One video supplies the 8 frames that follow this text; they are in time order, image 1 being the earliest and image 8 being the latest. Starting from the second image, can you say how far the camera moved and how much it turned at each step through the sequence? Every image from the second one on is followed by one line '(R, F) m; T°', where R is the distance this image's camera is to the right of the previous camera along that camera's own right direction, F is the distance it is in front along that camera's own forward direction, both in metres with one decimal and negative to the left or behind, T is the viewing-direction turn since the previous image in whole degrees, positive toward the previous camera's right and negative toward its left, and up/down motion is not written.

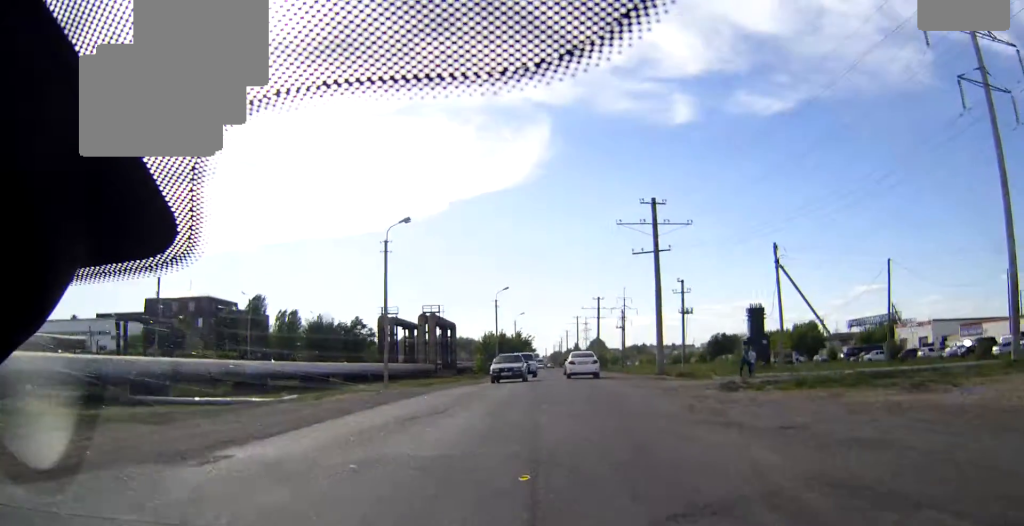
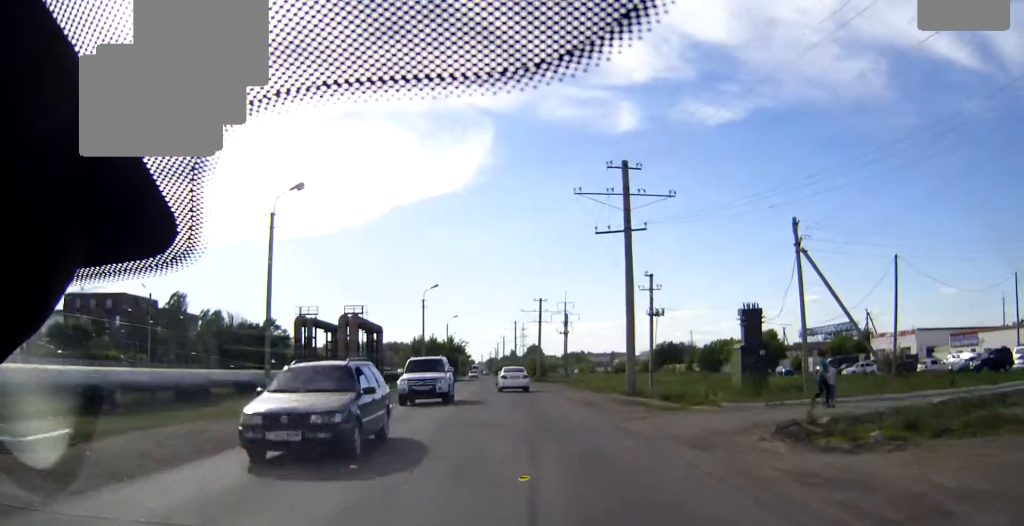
(+0.3, +11.1) m; +3°
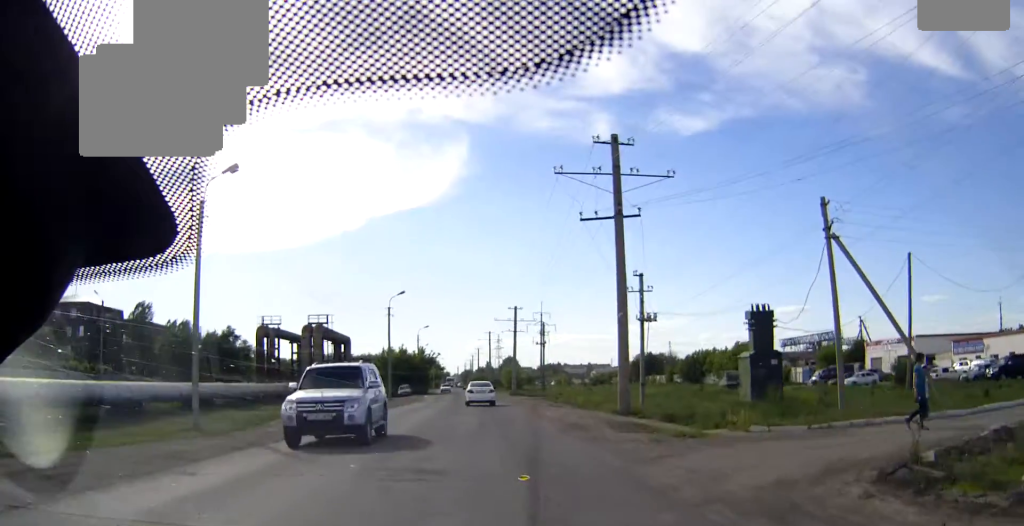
(+0.1, +5.6) m; +1°
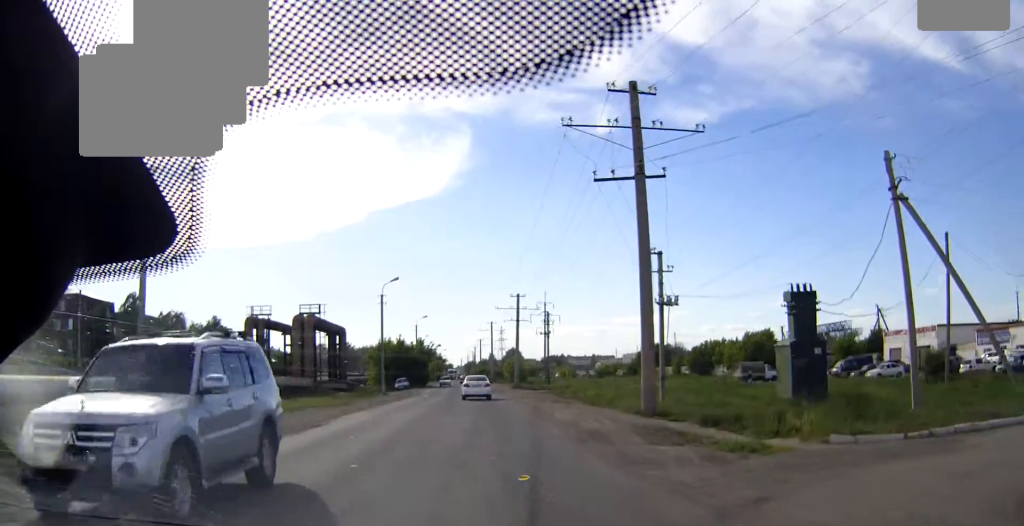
(0.0, +4.8) m; 0°
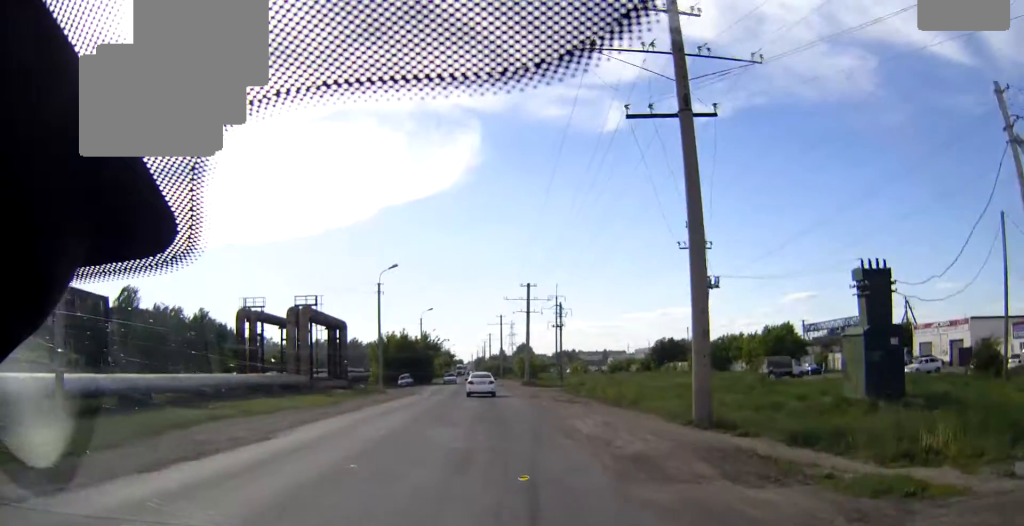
(+0.1, +5.5) m; 0°
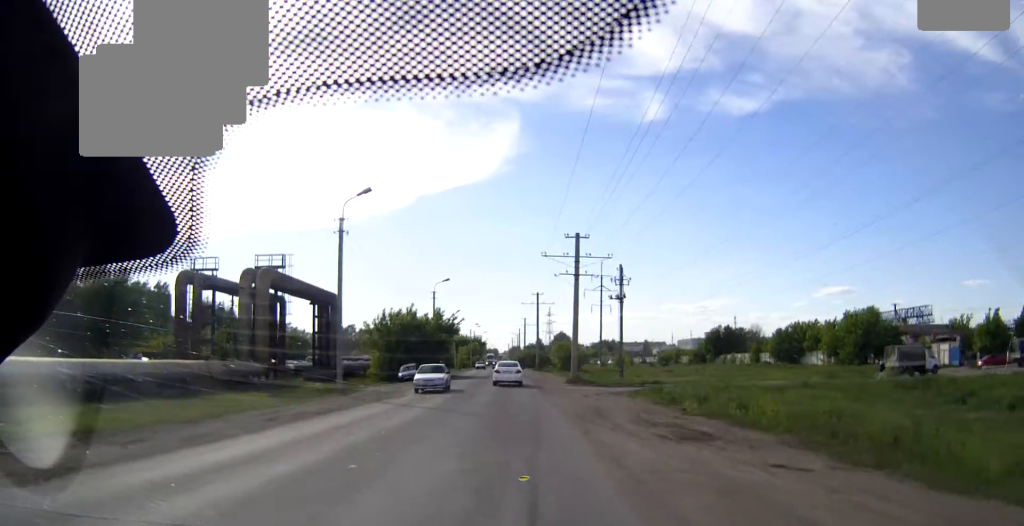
(-0.5, +22.1) m; -3°
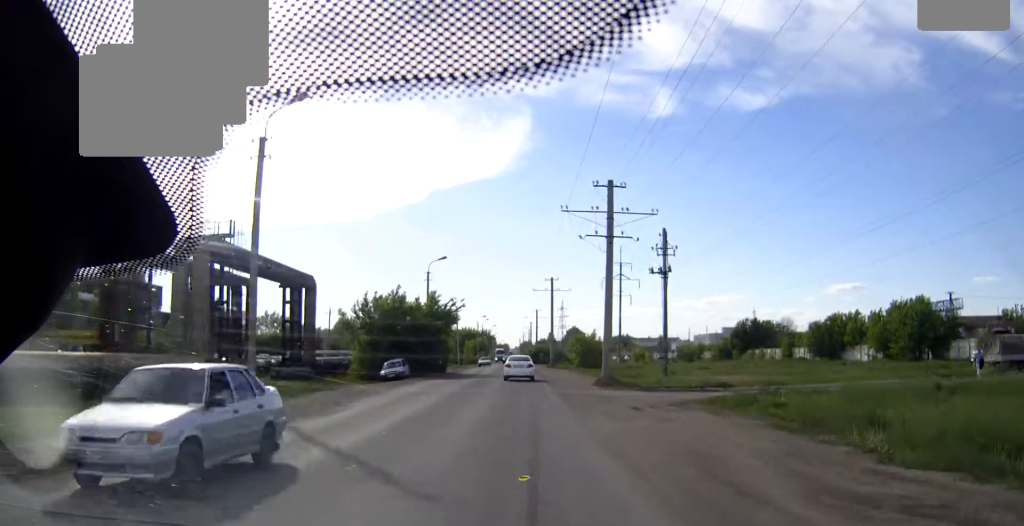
(-0.2, +13.1) m; -1°
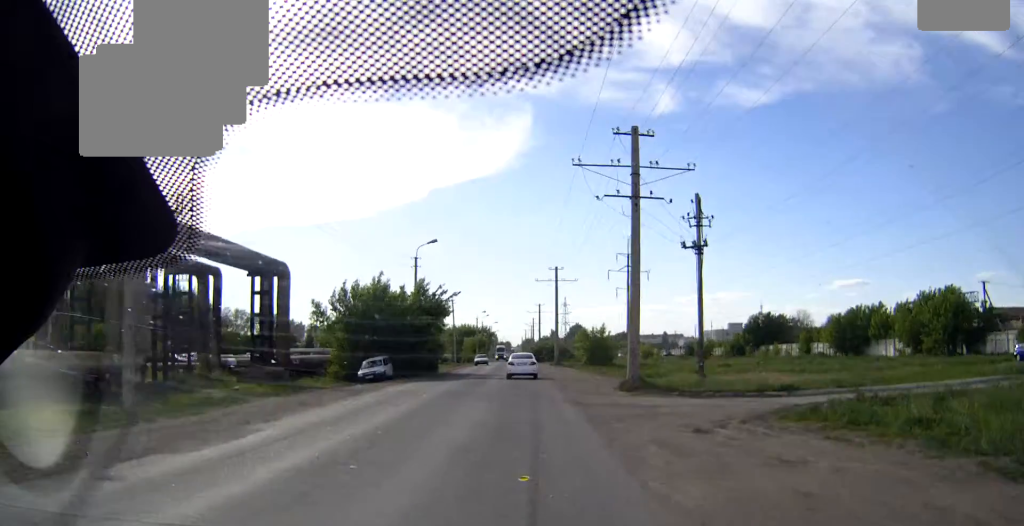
(0.0, +8.0) m; 0°
